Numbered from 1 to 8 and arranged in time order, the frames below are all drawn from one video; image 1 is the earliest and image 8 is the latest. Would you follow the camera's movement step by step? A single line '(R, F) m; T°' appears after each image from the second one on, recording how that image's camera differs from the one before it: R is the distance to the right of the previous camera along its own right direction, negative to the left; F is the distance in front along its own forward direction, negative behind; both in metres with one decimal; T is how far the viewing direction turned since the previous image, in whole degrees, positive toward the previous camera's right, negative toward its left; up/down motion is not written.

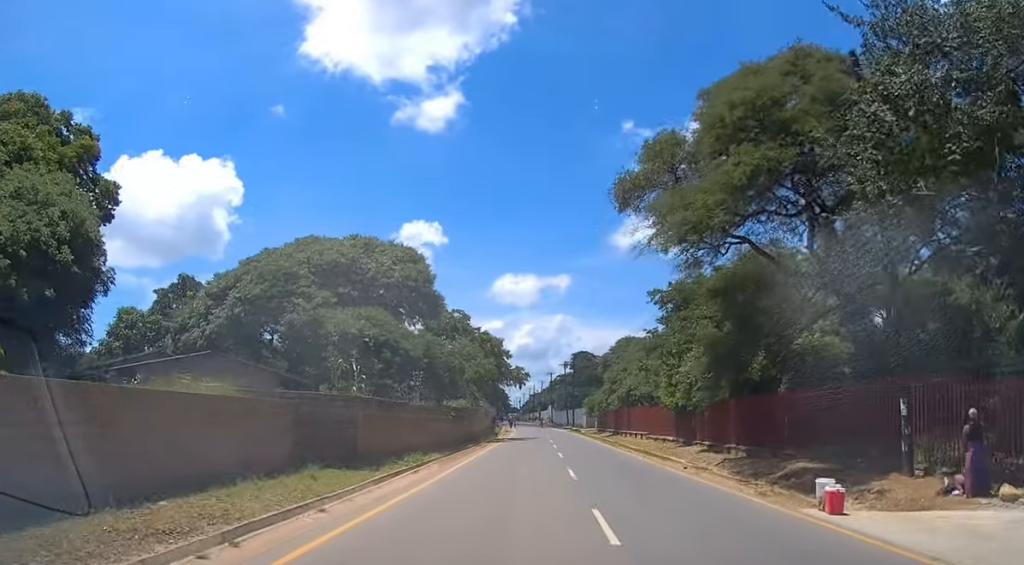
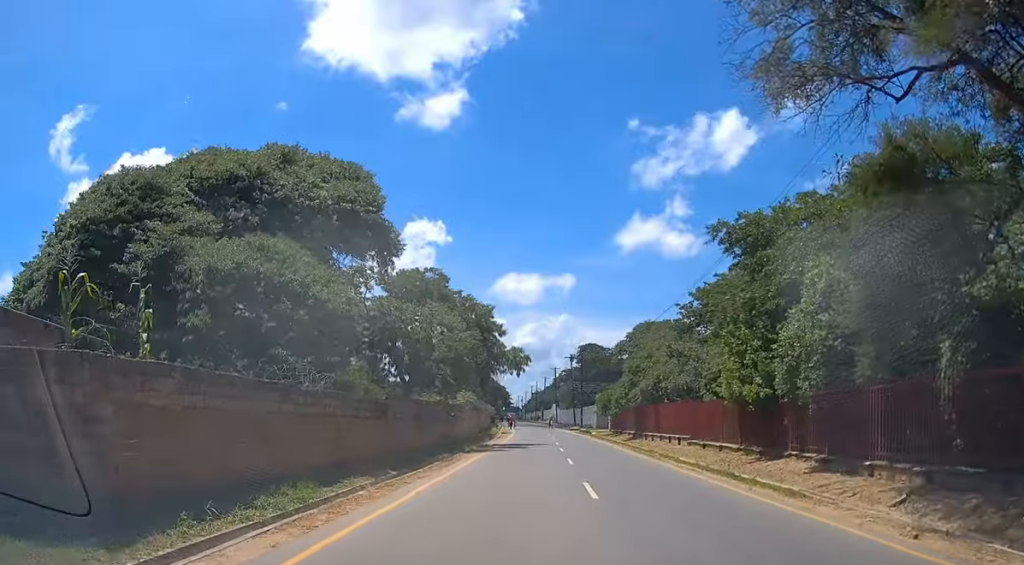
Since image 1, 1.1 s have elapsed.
(0.0, +13.8) m; +1°
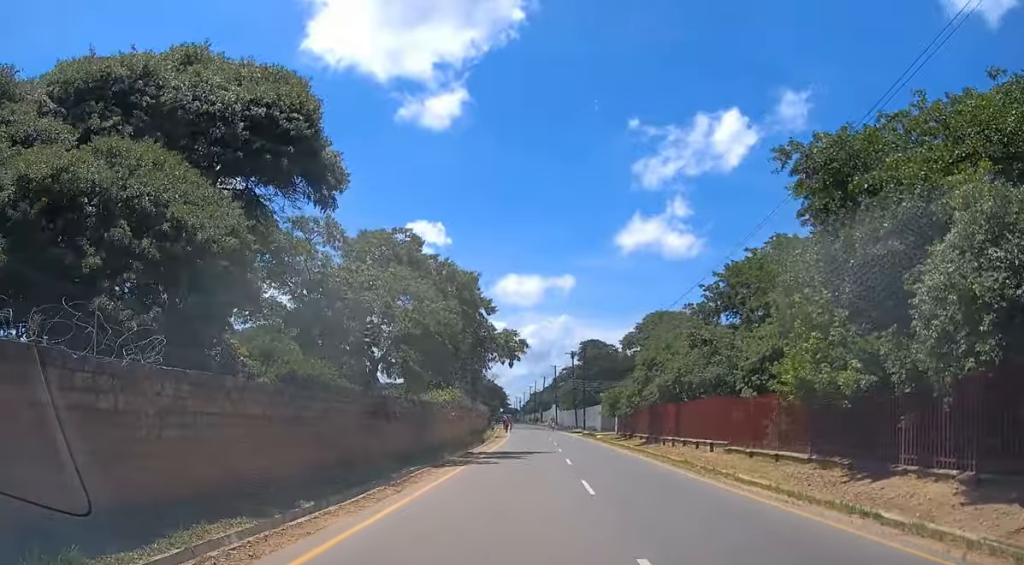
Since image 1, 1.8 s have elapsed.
(+0.1, +8.0) m; +1°
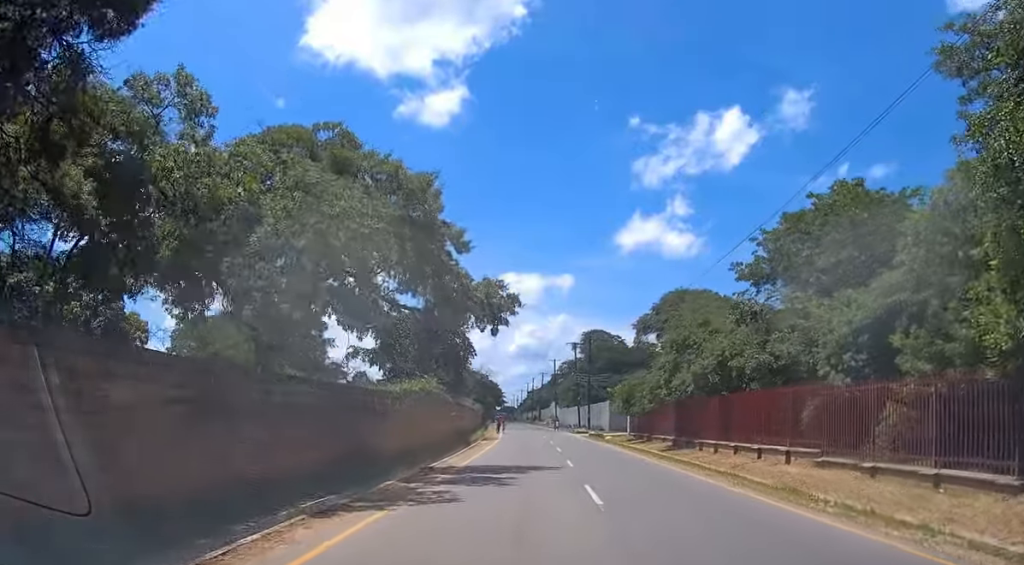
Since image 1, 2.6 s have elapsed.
(0.0, +10.7) m; 0°
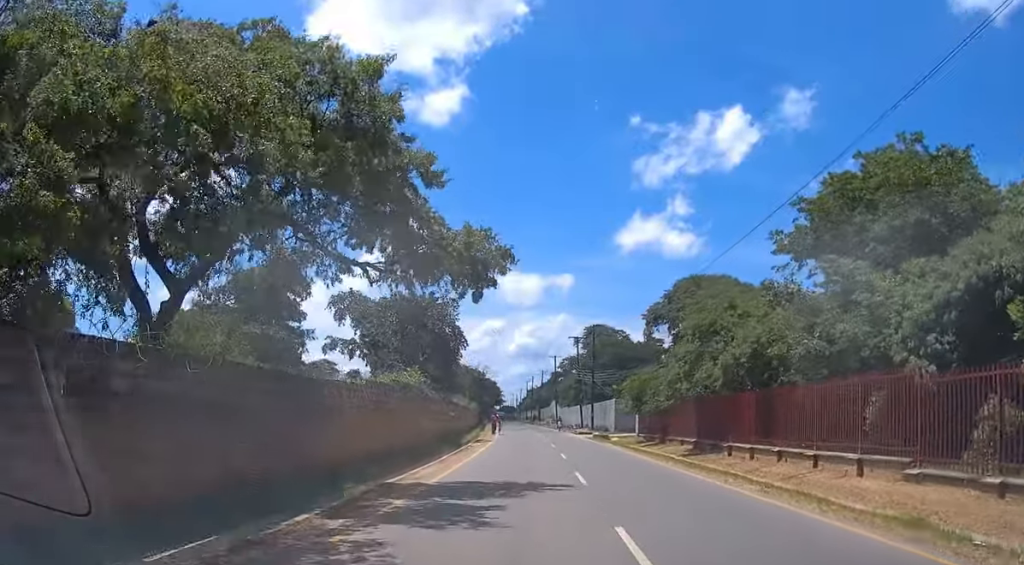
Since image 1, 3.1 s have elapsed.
(0.0, +5.5) m; 0°
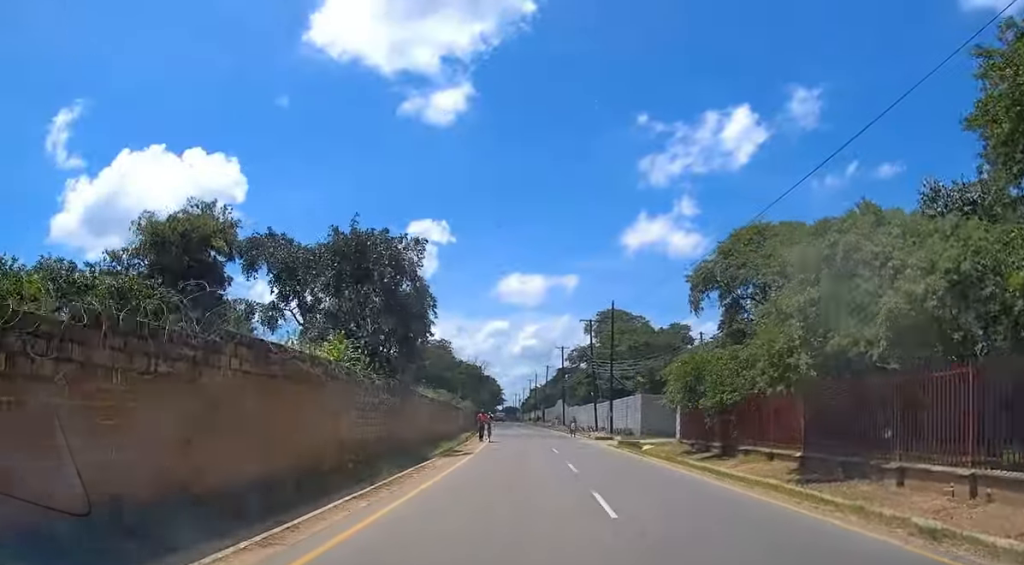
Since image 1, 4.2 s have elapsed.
(-0.1, +14.3) m; -1°
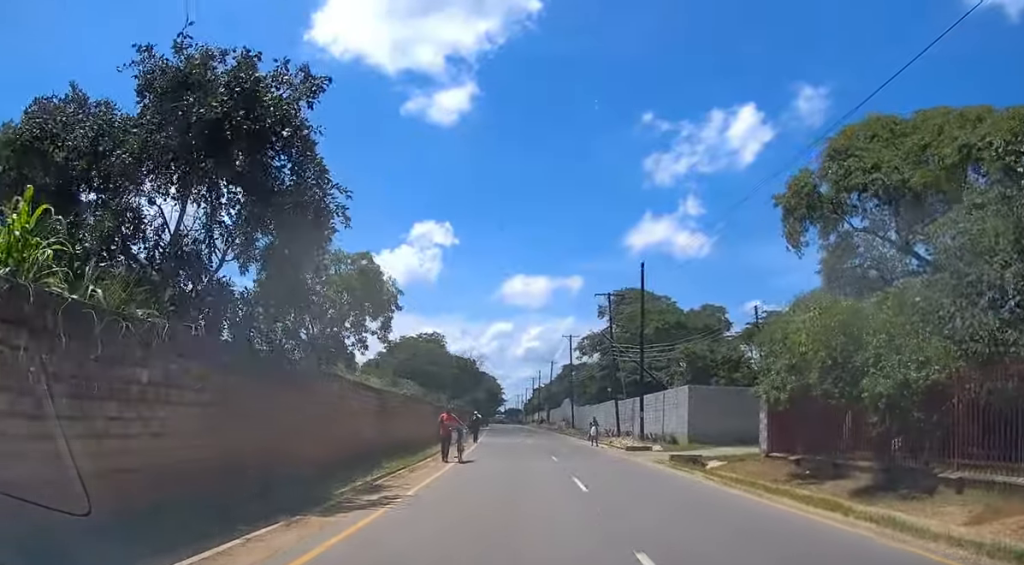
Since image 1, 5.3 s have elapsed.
(-0.1, +14.6) m; -1°
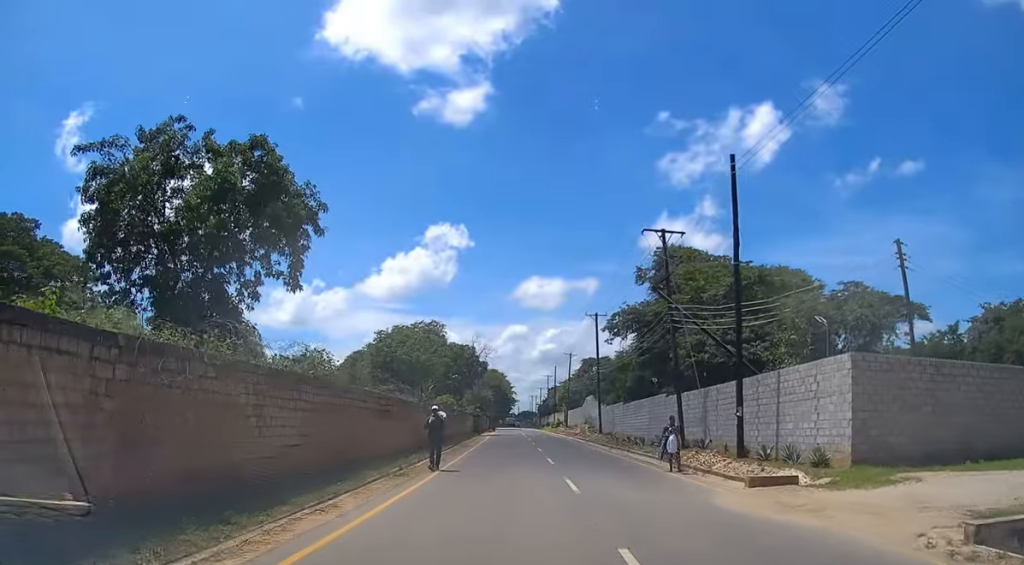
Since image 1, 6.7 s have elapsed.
(-0.2, +17.8) m; -2°
